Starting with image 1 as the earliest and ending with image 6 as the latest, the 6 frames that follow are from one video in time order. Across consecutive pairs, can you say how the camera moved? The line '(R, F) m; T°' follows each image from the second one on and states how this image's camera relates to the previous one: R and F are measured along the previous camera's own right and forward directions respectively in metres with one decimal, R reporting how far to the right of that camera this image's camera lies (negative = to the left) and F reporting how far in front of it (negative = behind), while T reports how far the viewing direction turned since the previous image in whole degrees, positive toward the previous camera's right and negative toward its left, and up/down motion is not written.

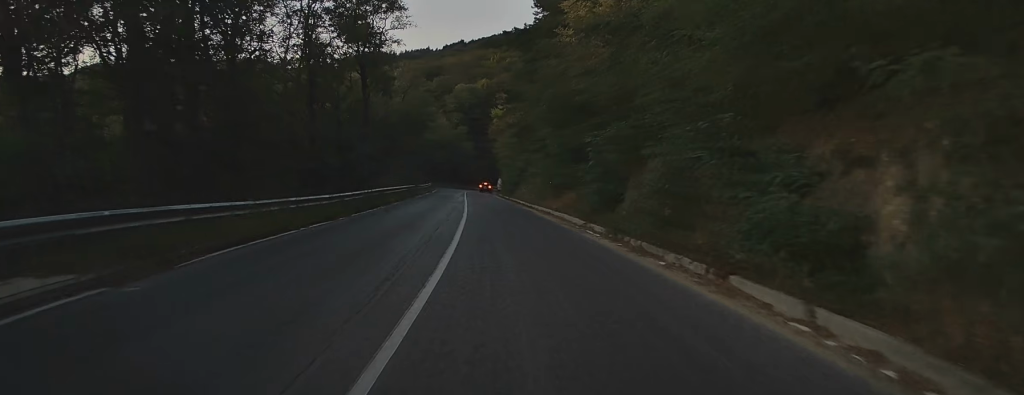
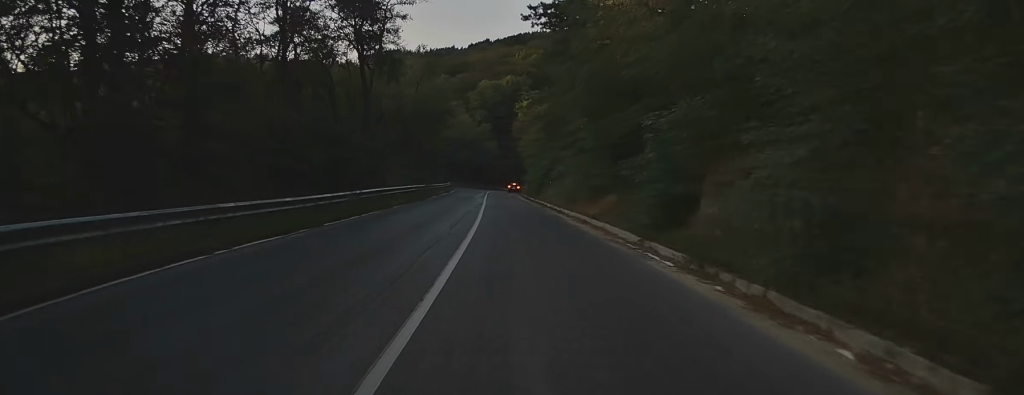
(-0.1, +6.2) m; -2°
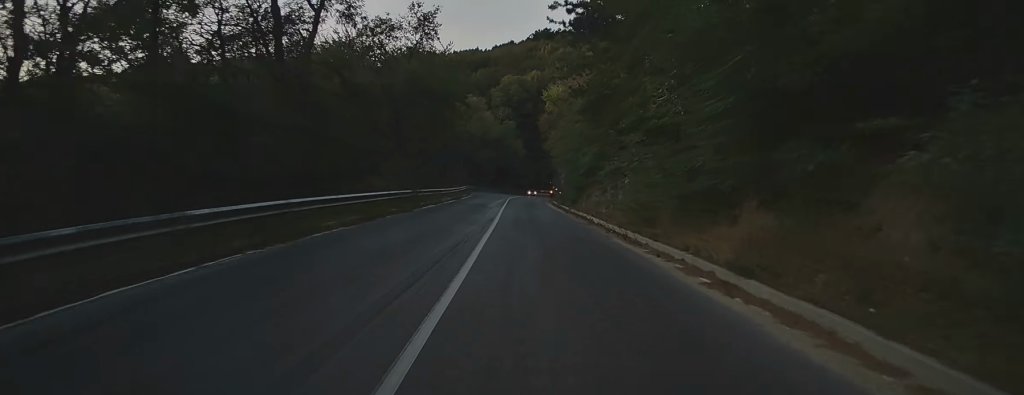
(-0.3, +14.6) m; -2°
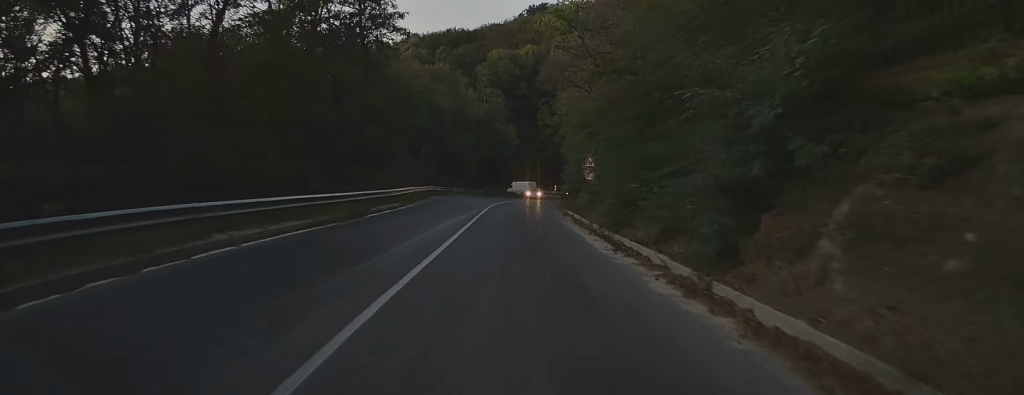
(+0.2, +32.3) m; +2°
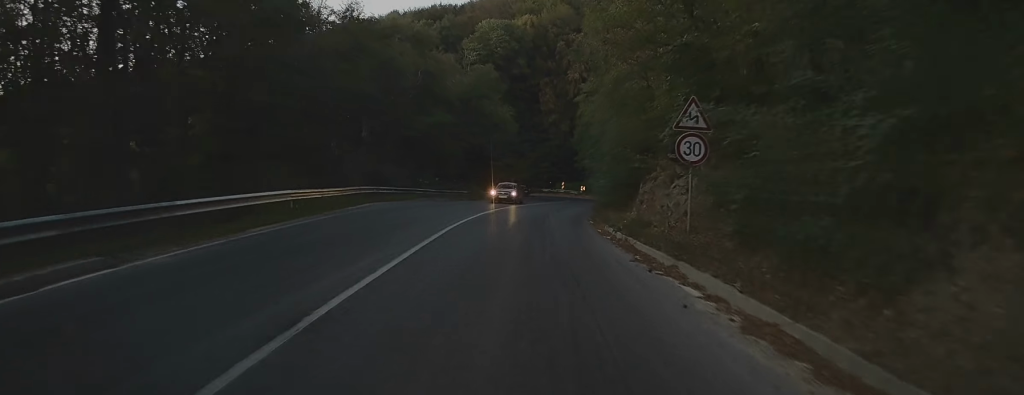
(+0.2, +23.9) m; +2°
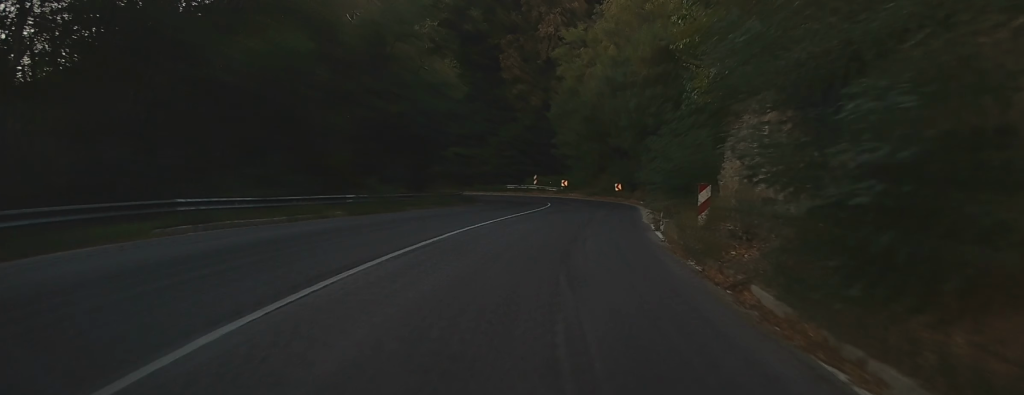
(+0.8, +28.7) m; +4°
